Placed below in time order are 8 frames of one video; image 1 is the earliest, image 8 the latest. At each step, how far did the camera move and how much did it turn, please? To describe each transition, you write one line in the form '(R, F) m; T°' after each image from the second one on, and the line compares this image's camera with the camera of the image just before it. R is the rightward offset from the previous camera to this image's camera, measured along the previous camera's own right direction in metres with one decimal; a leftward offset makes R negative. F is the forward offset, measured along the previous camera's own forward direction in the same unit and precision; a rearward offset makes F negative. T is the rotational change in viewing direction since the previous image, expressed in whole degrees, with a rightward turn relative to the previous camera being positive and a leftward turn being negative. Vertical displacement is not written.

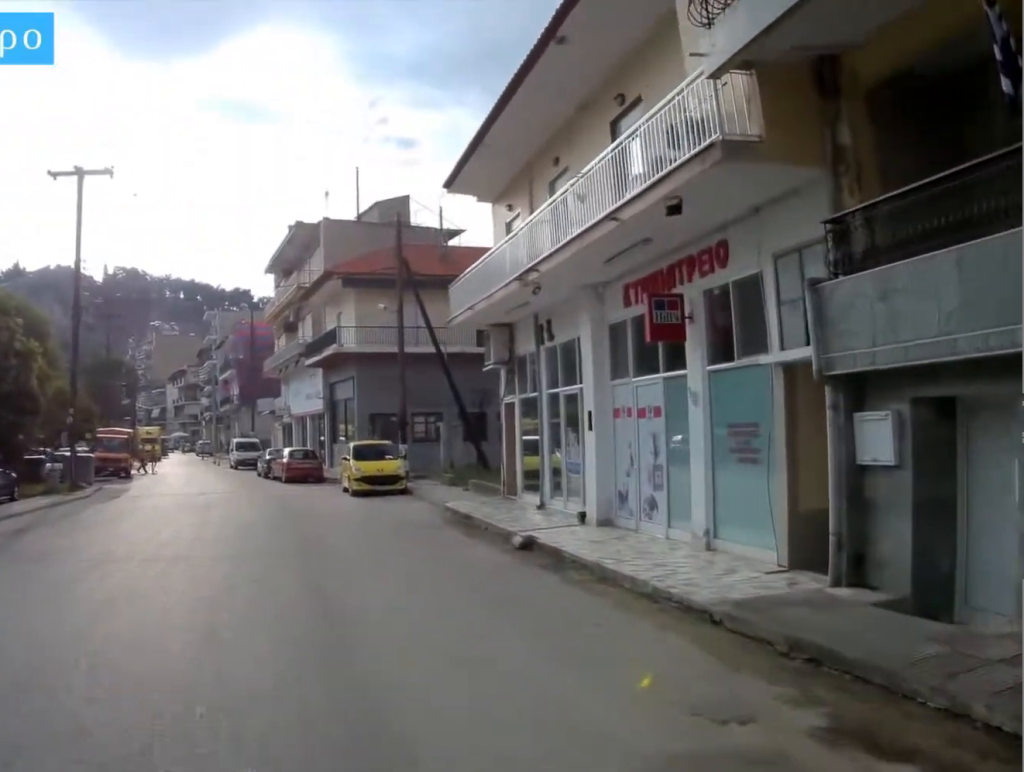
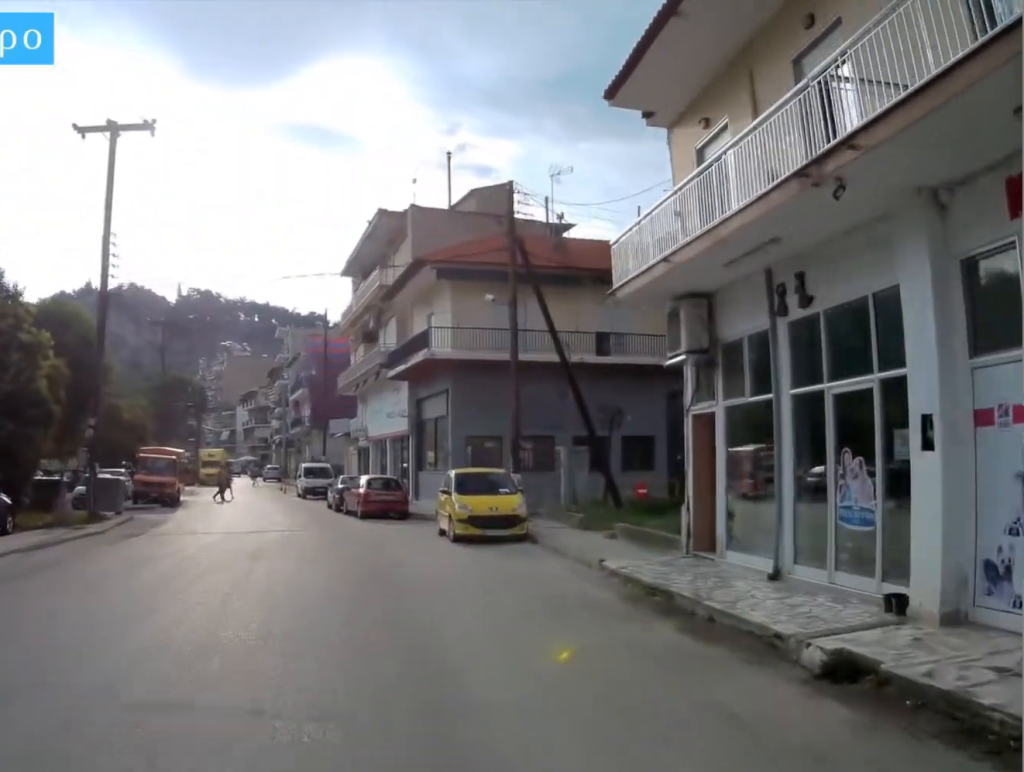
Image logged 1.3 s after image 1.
(-0.2, +6.6) m; 0°
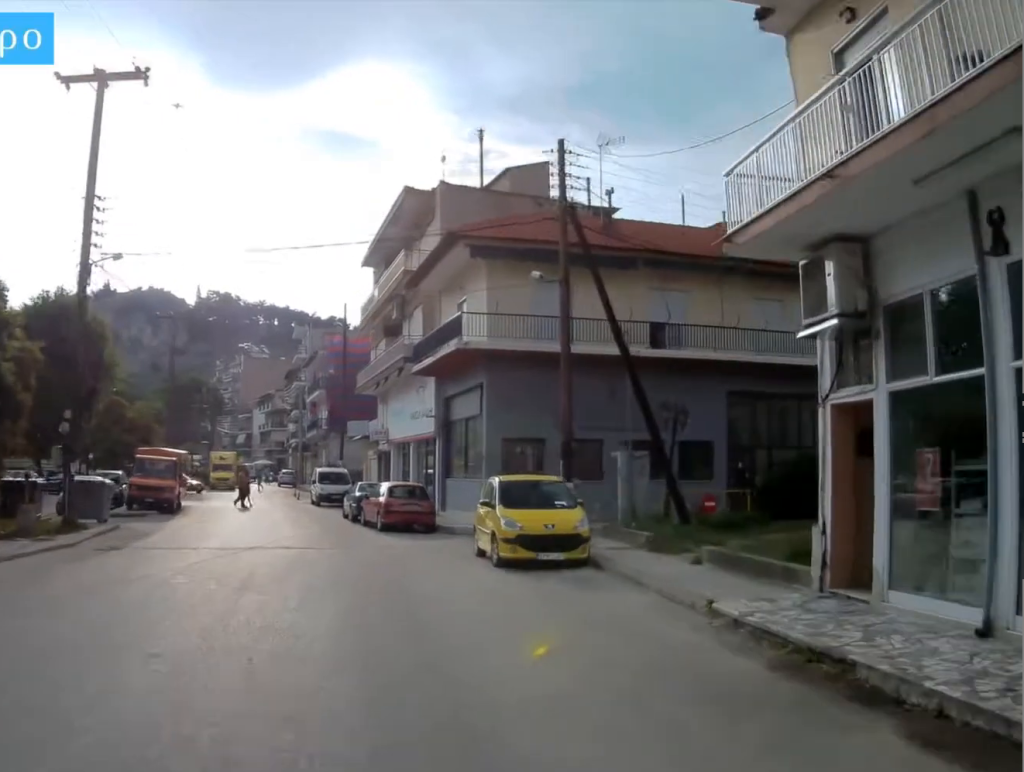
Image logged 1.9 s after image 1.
(0.0, +3.9) m; +1°
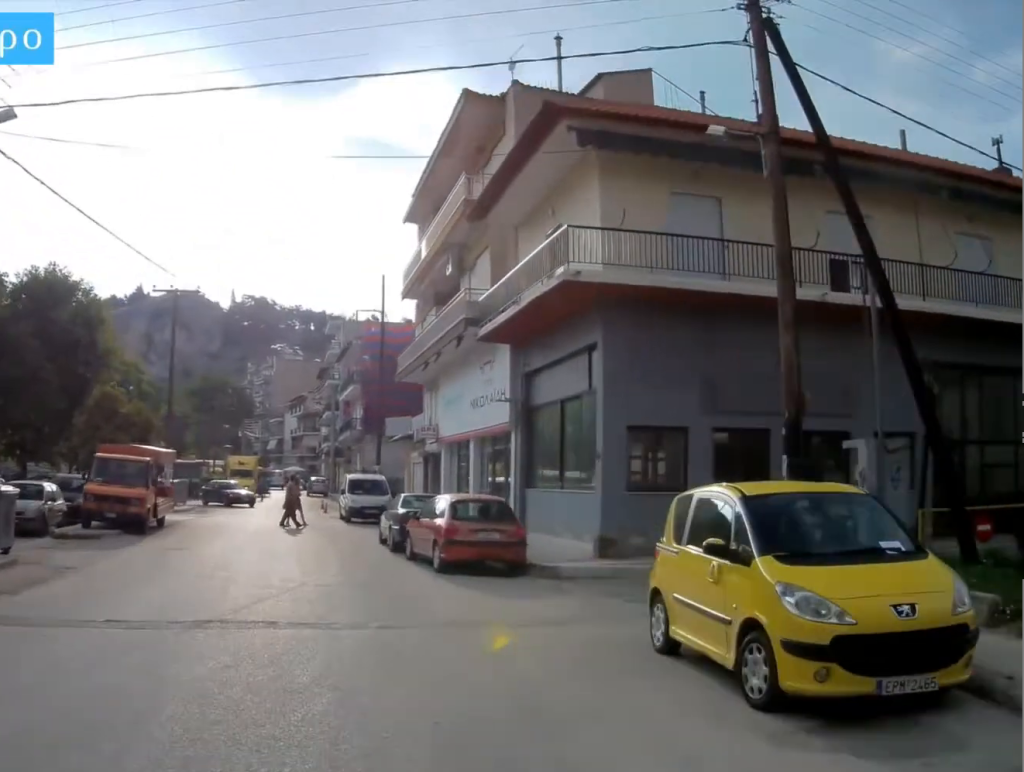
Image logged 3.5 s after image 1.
(-0.1, +9.6) m; -4°
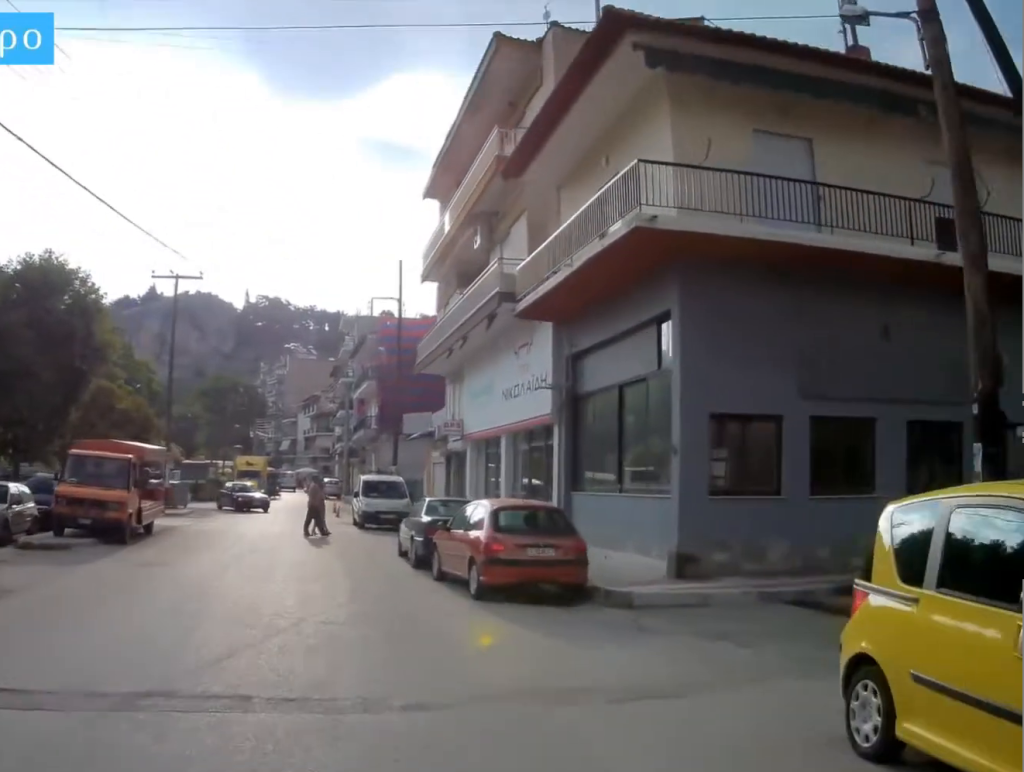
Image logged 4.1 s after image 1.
(-0.3, +3.6) m; 0°
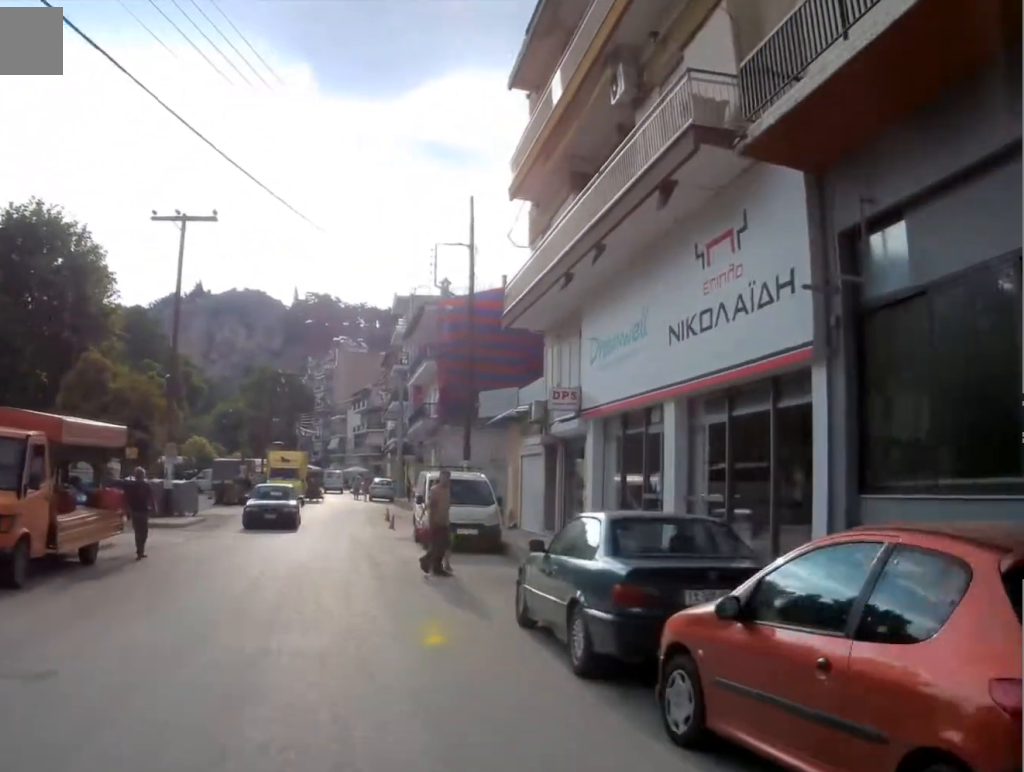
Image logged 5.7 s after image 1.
(+0.3, +10.2) m; -1°
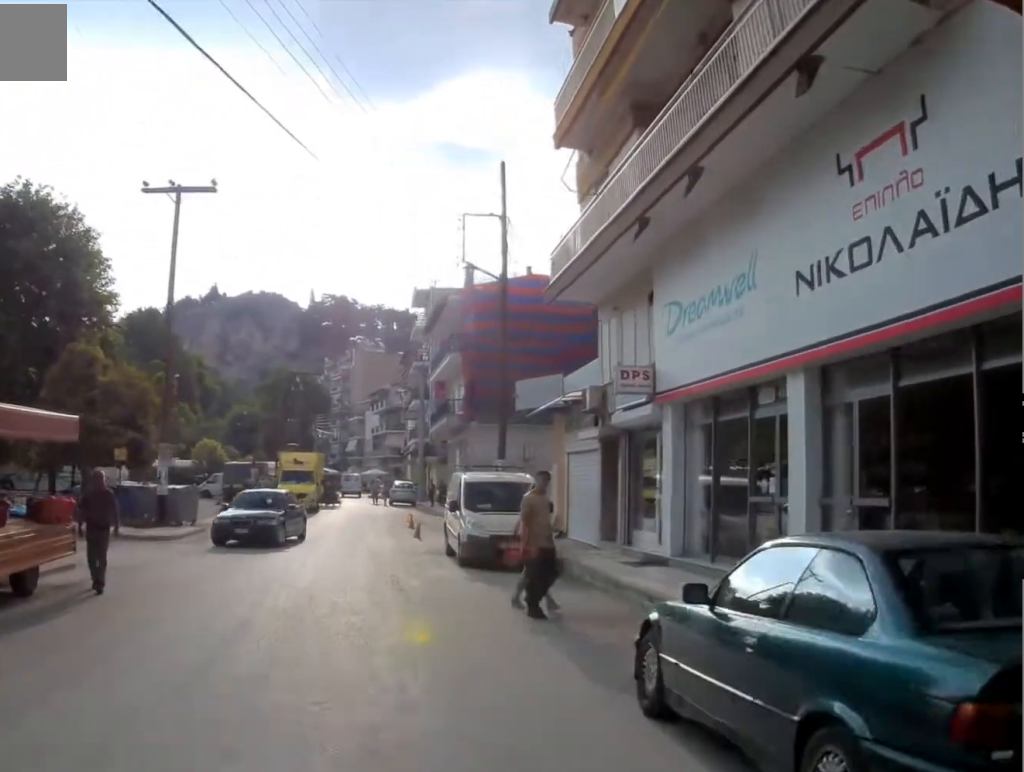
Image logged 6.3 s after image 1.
(-0.2, +3.9) m; -3°
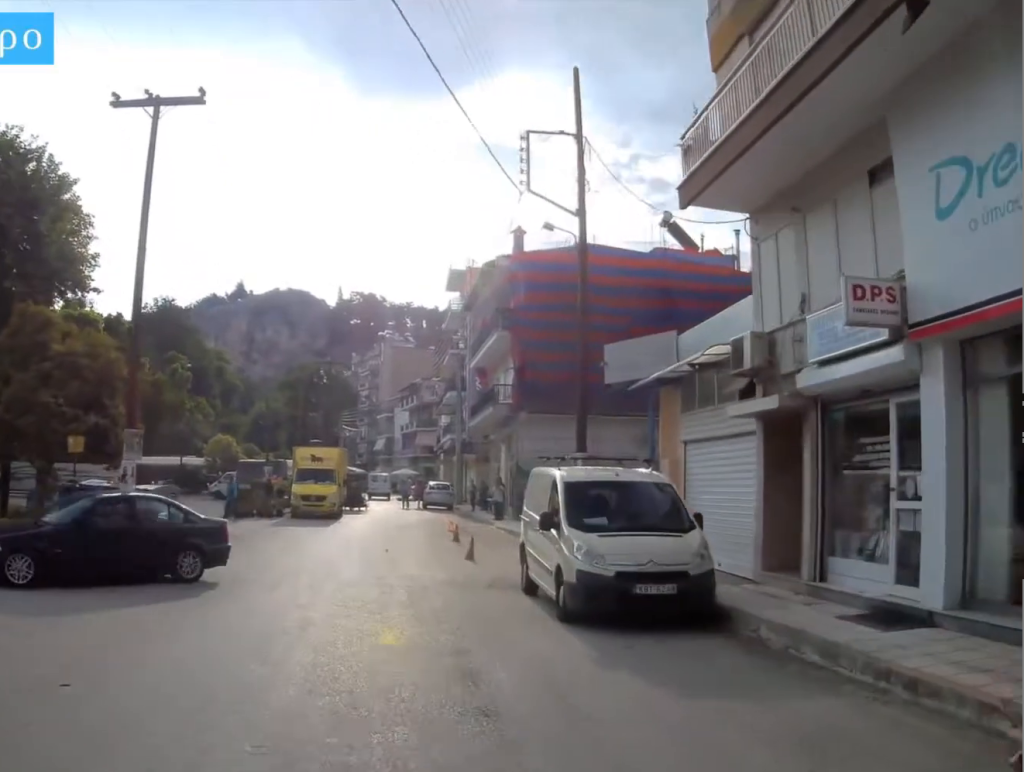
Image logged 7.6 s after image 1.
(-0.2, +7.5) m; -1°
